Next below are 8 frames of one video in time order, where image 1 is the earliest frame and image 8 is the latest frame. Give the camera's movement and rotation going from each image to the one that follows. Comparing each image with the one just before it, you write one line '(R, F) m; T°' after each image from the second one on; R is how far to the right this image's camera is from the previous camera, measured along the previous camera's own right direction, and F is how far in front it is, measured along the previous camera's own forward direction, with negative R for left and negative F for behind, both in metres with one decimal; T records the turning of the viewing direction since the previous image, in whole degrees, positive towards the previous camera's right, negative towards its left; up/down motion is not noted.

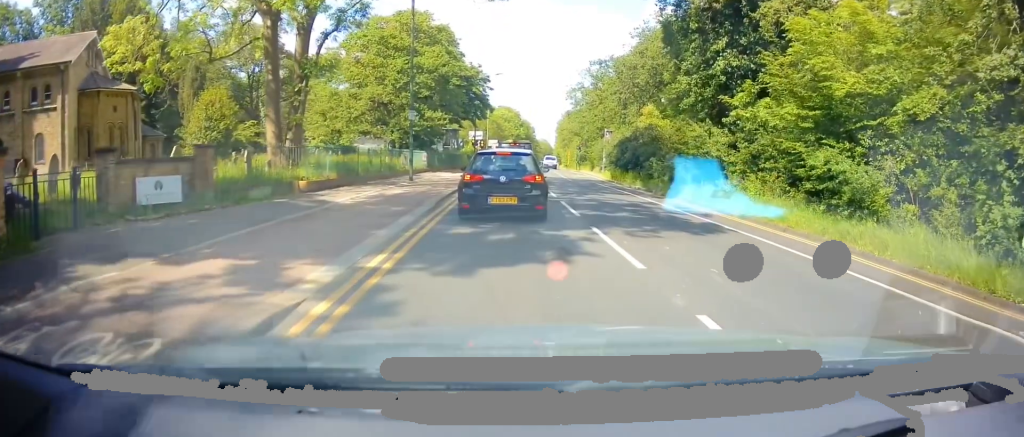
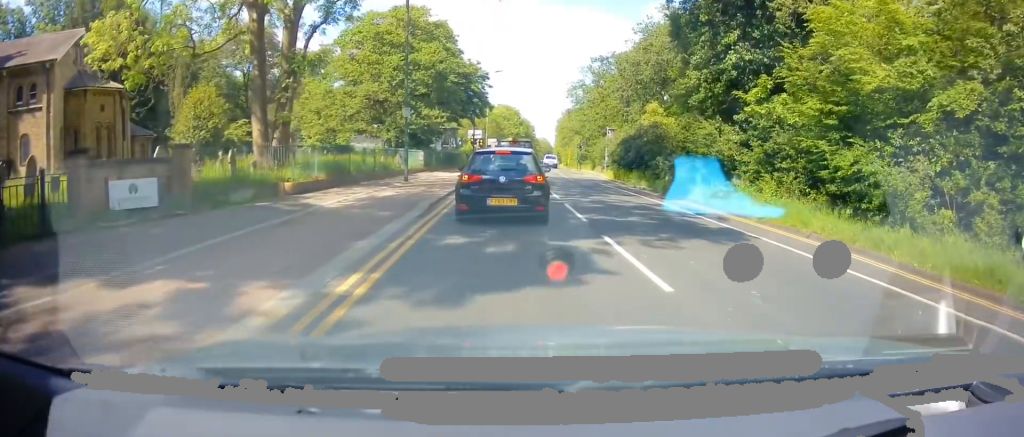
(-0.1, +1.4) m; +1°
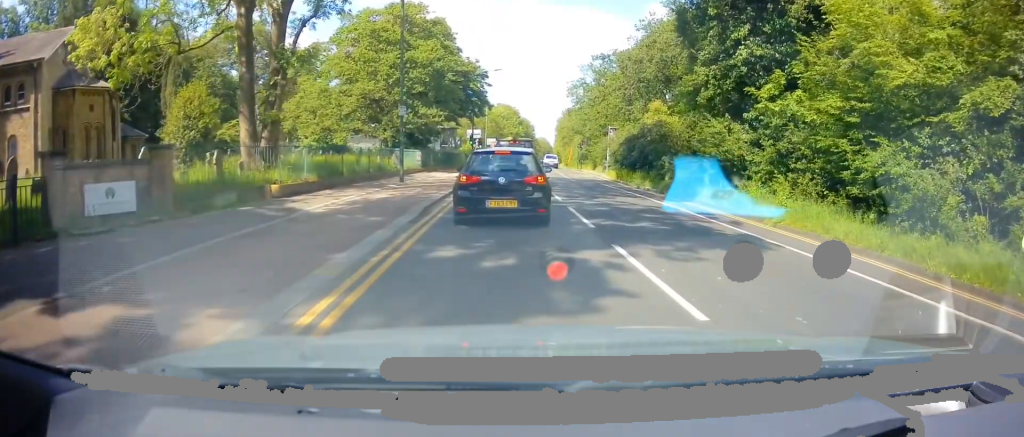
(-0.1, +1.1) m; +1°
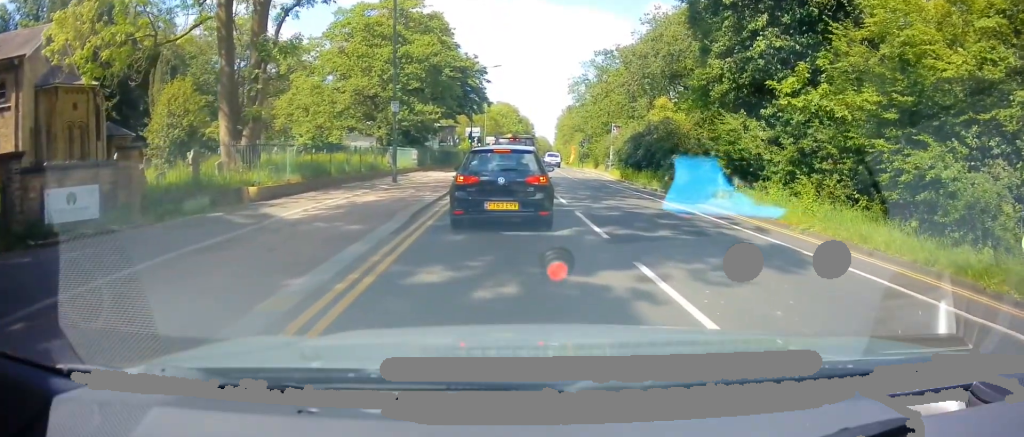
(+0.3, +1.4) m; 0°
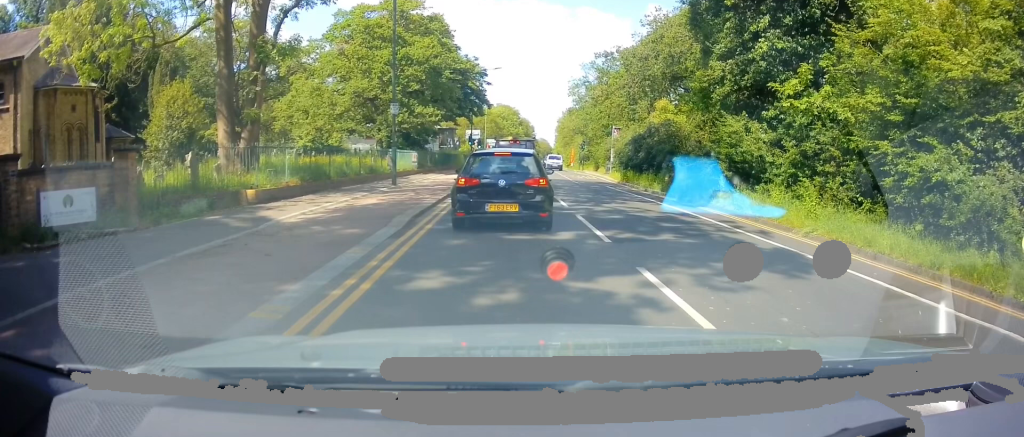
(-0.1, +0.5) m; 0°
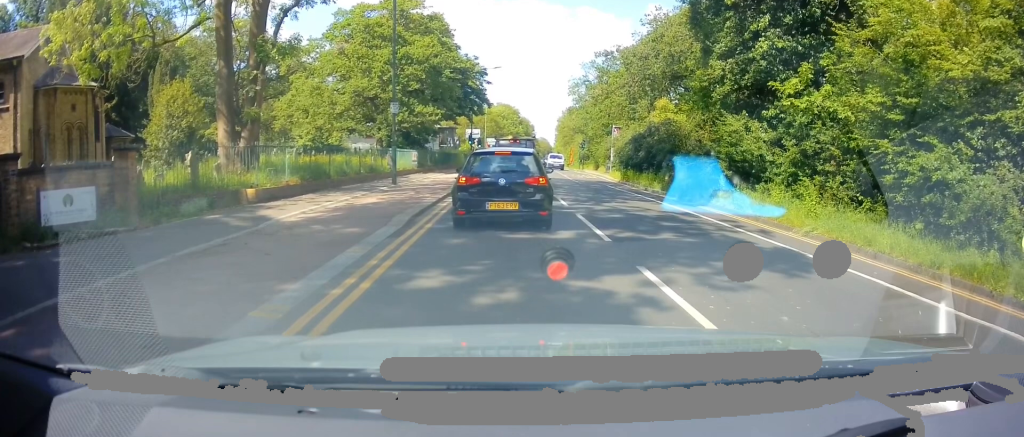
(0.0, 0.0) m; 0°
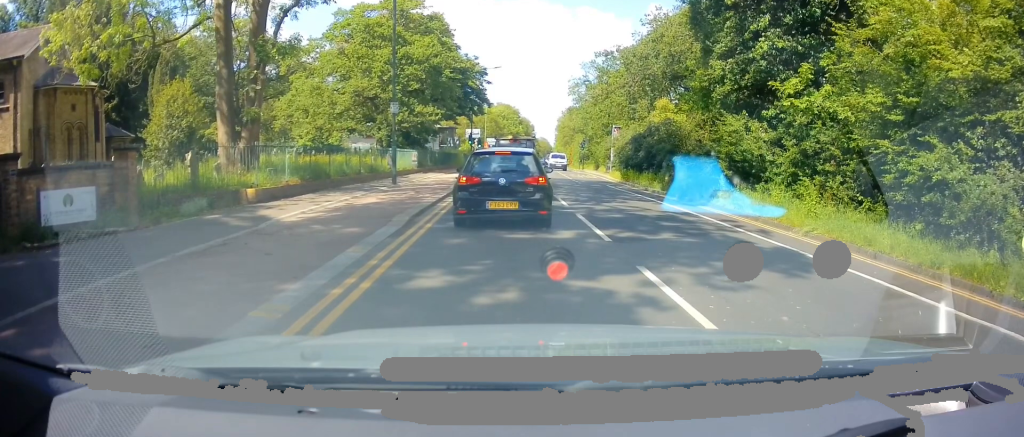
(0.0, 0.0) m; 0°
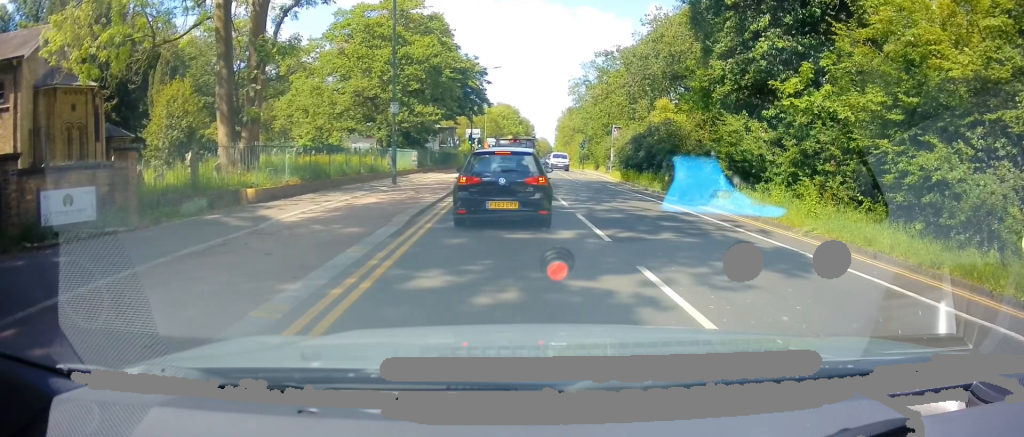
(0.0, 0.0) m; 0°
